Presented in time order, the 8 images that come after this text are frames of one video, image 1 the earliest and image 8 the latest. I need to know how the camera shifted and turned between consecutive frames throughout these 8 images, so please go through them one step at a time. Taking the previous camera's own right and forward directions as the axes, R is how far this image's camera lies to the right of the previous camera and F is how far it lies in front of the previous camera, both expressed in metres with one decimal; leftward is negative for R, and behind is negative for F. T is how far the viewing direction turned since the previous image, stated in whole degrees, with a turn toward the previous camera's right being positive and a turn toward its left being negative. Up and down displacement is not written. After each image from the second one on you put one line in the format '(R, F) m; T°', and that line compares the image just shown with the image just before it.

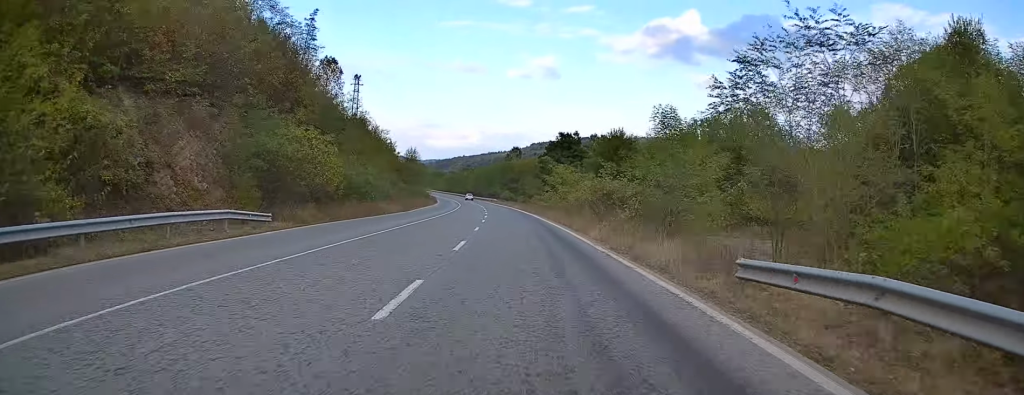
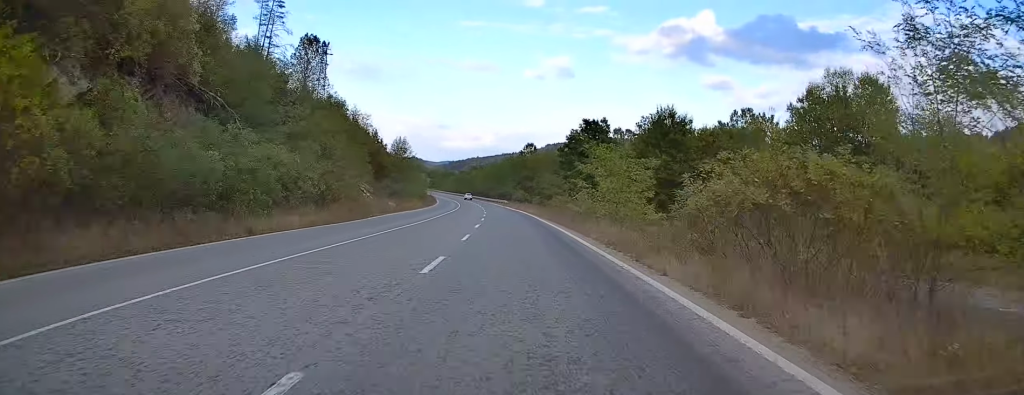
(-0.1, +23.0) m; -1°
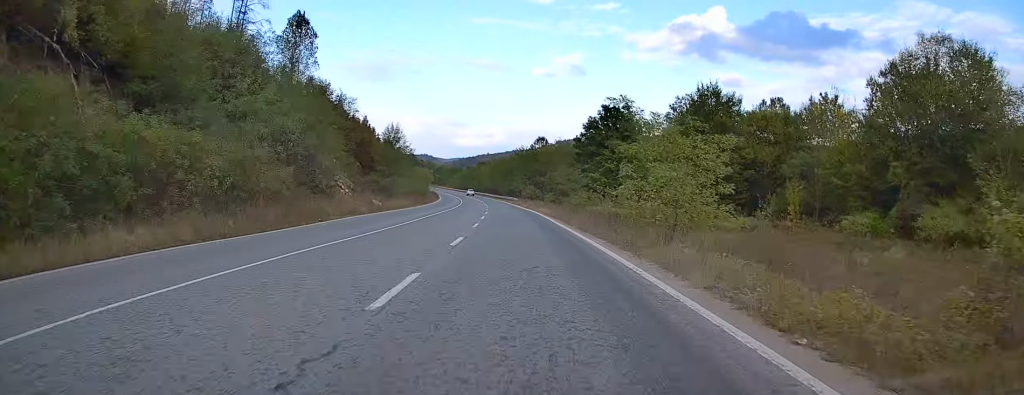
(0.0, +12.3) m; -1°
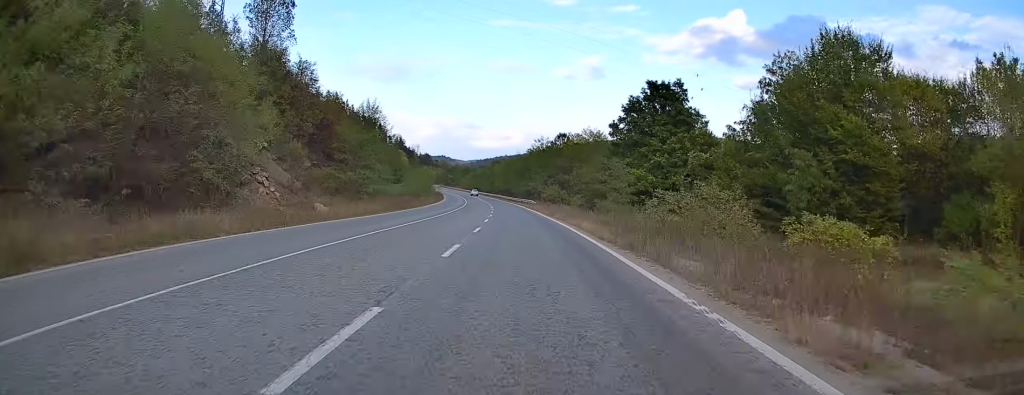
(-0.3, +21.2) m; -1°
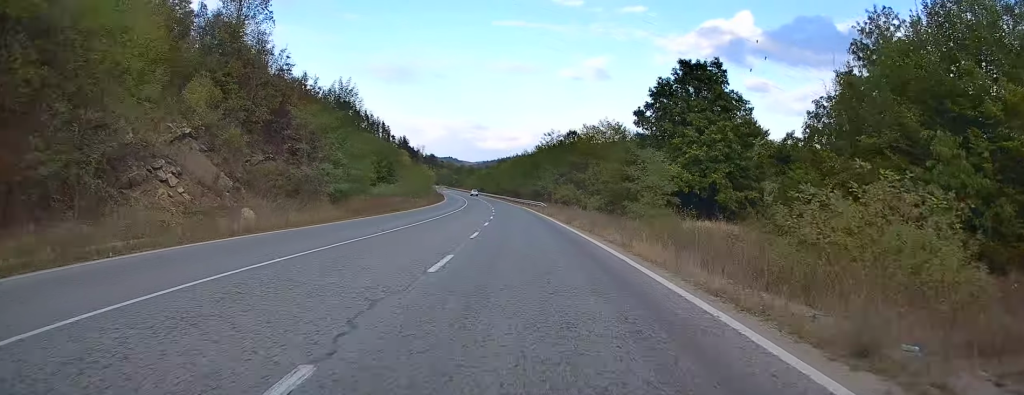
(0.0, +11.5) m; -1°
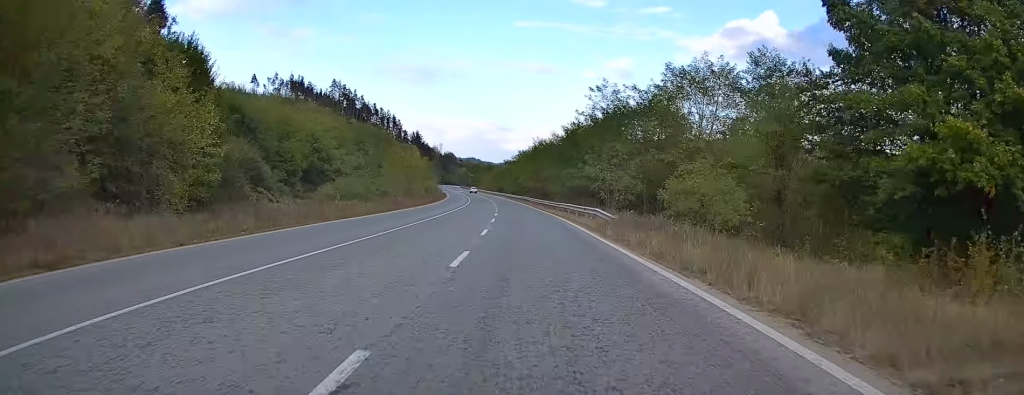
(-0.8, +35.3) m; -2°
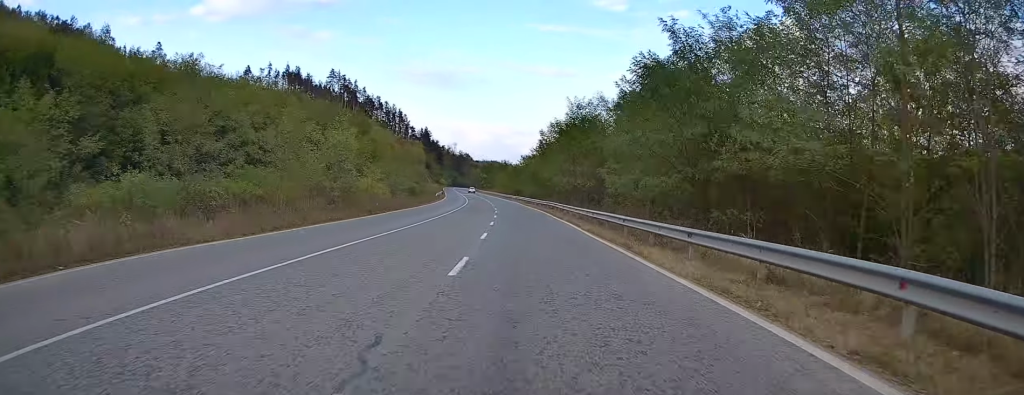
(-0.7, +37.0) m; -2°
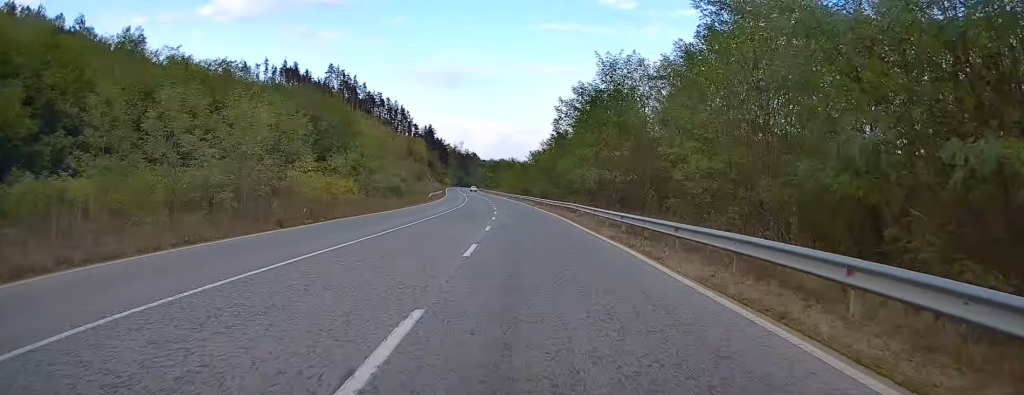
(-0.1, +15.0) m; -1°
